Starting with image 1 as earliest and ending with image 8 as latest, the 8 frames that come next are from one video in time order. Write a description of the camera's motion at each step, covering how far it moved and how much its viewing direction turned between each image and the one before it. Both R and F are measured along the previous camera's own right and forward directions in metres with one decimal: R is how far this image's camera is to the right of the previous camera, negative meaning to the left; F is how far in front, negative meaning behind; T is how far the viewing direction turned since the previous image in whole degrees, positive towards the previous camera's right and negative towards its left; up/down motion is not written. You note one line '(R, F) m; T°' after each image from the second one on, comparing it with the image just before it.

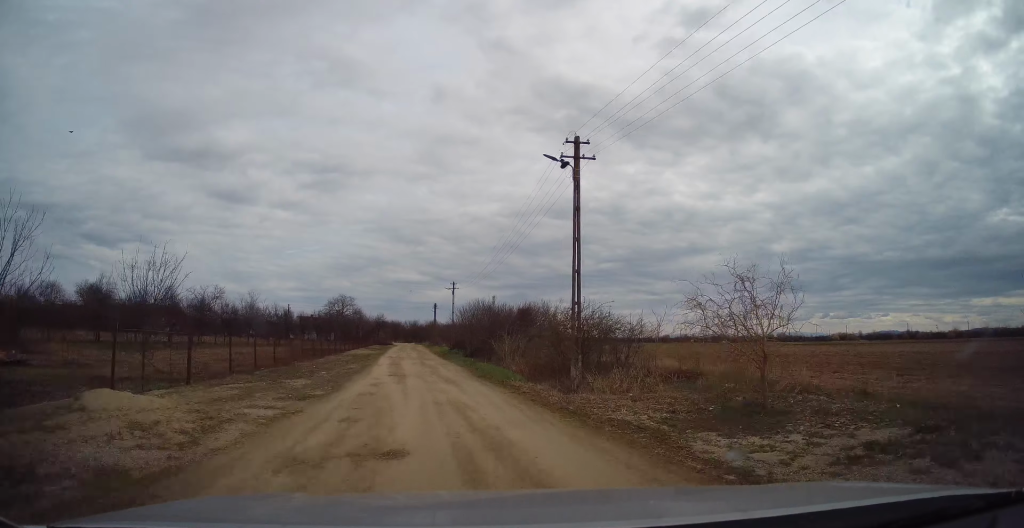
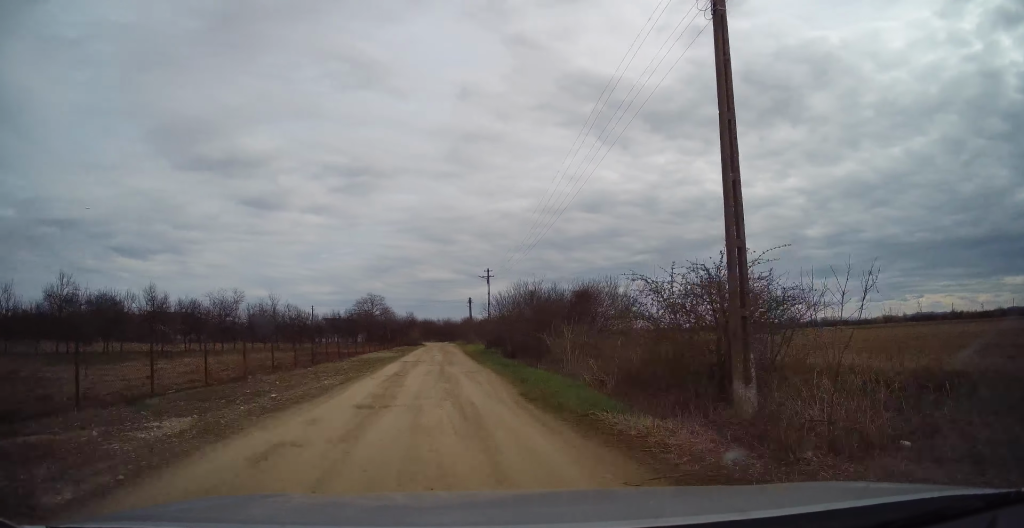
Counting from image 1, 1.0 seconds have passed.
(0.0, +8.0) m; -1°
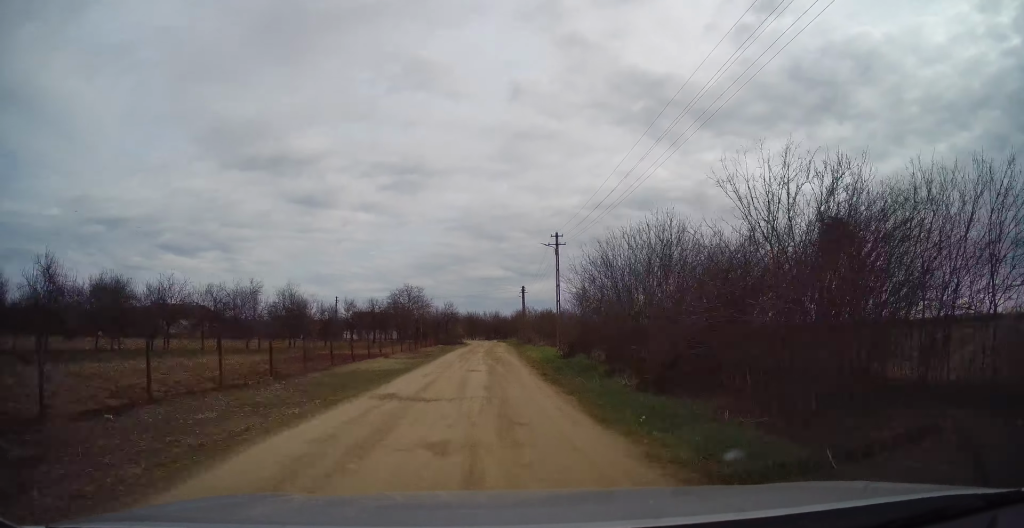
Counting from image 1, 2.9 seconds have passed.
(-1.1, +16.8) m; -7°
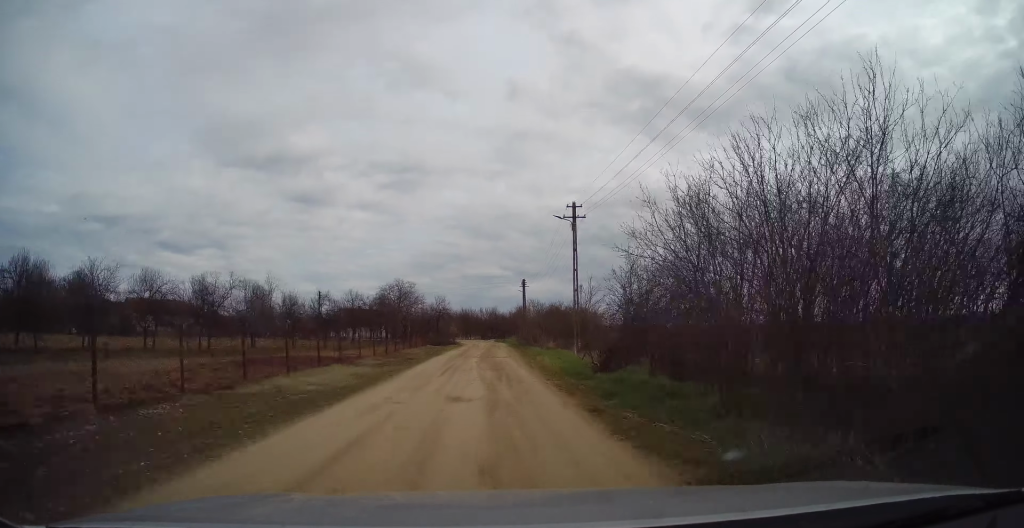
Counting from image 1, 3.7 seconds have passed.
(-0.2, +8.0) m; 0°
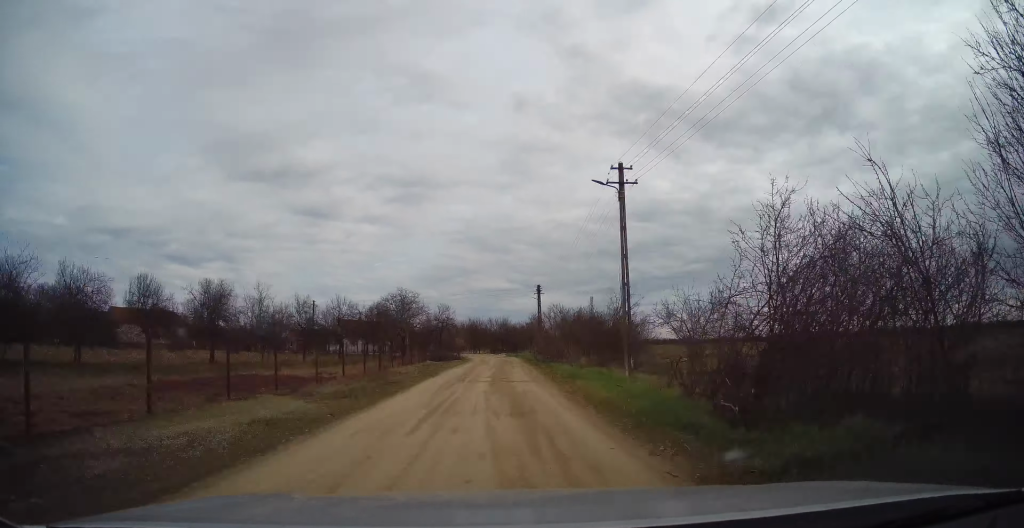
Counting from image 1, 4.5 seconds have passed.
(+0.3, +7.9) m; +2°
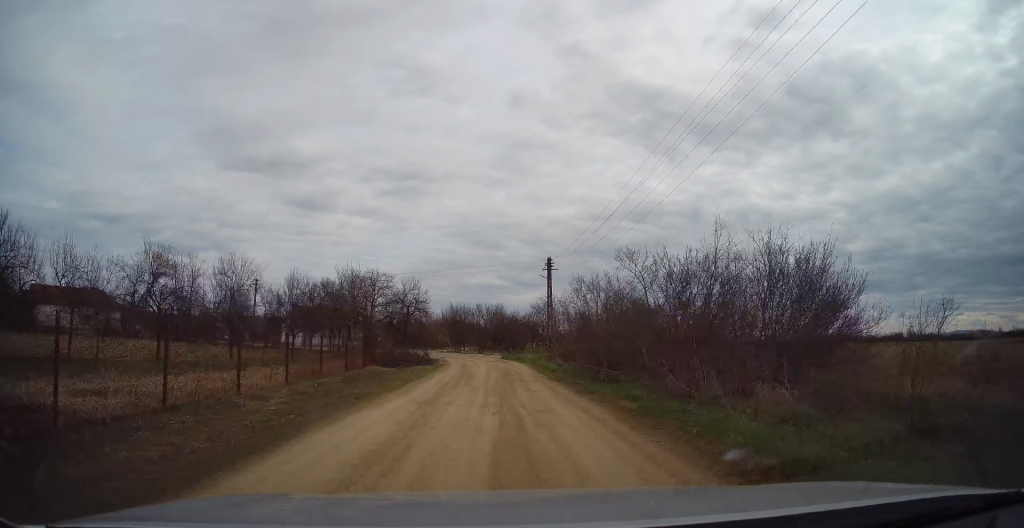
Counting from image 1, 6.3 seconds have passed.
(-0.2, +18.0) m; +1°
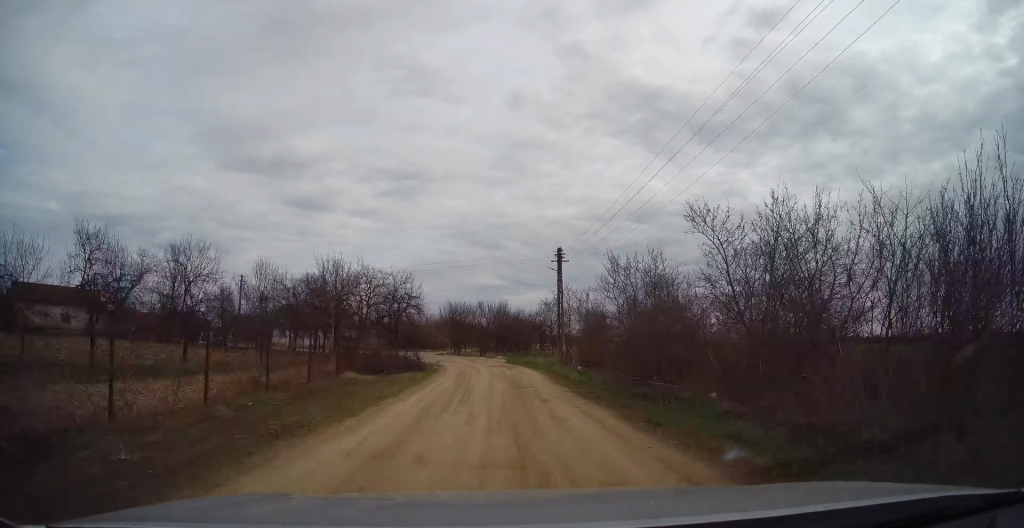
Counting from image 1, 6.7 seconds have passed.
(+0.1, +4.8) m; -1°
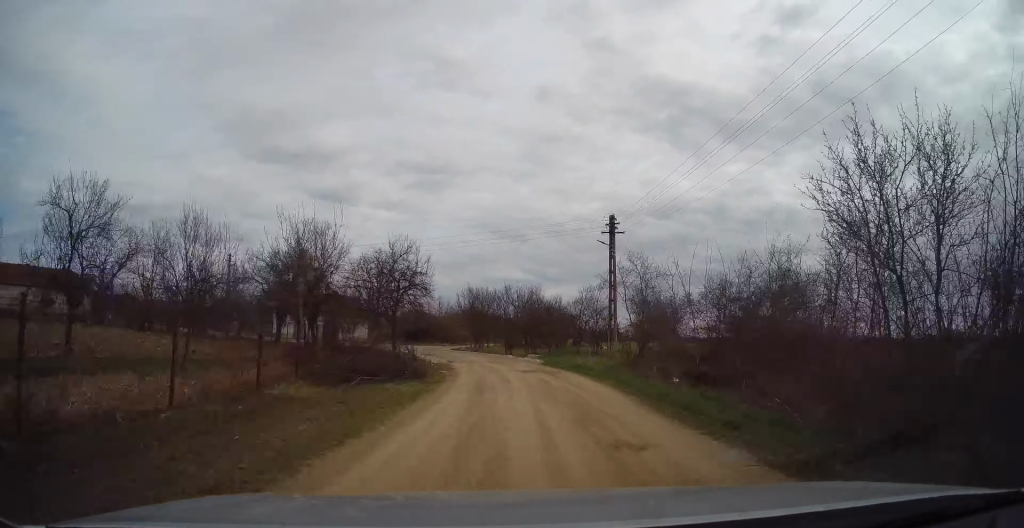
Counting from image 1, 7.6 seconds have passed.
(+0.1, +8.6) m; -2°
